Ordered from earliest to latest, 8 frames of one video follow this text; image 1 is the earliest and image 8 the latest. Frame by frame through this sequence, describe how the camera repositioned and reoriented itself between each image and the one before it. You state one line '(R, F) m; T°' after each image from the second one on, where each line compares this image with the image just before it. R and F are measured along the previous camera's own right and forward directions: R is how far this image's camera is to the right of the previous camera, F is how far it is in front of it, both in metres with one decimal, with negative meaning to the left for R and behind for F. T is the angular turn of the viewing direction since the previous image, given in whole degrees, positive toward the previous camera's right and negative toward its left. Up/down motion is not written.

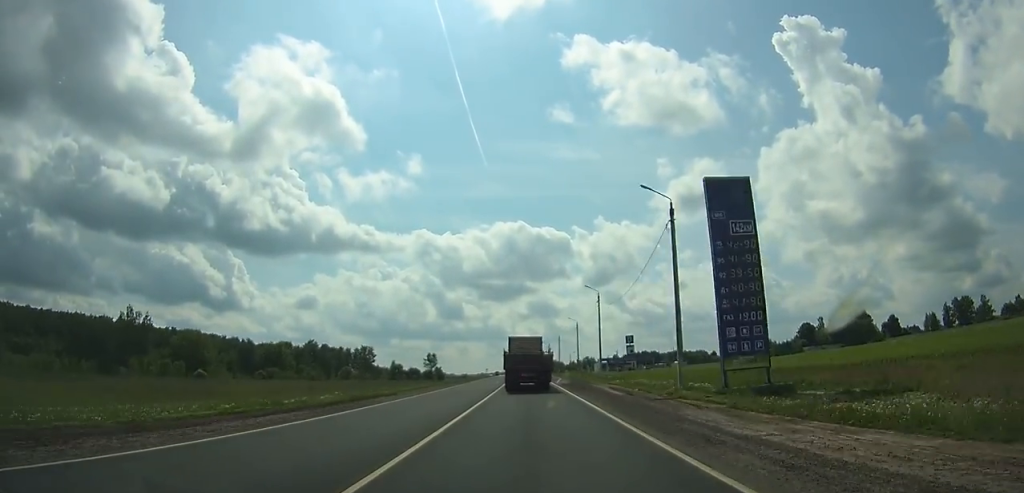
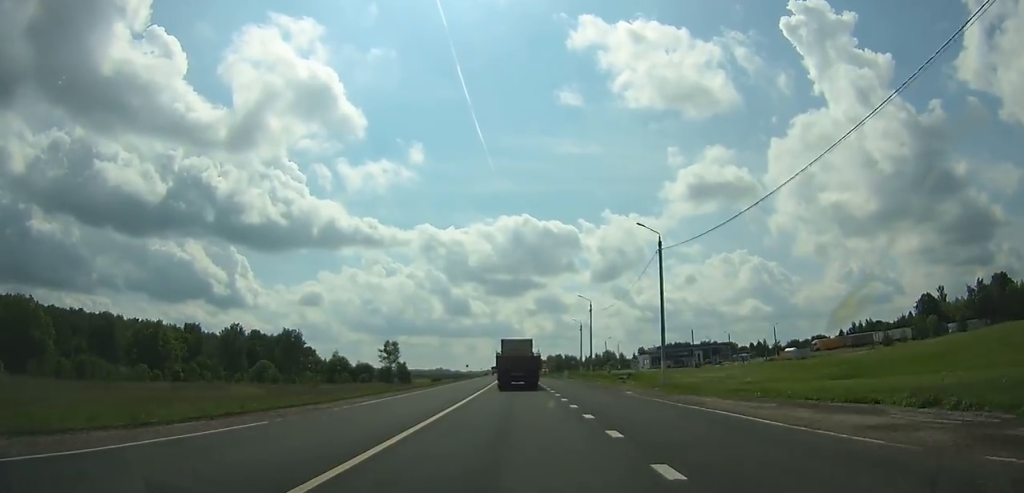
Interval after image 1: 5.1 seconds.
(-1.2, +101.6) m; -2°
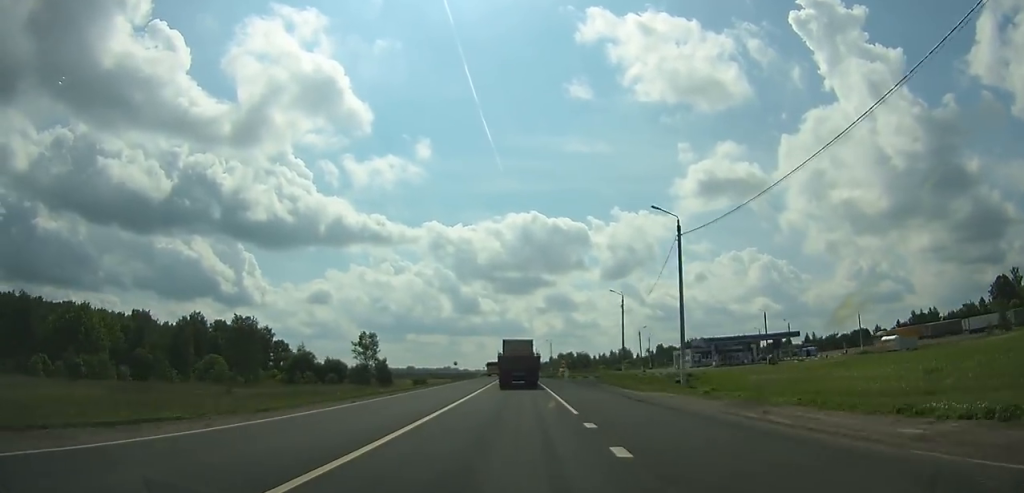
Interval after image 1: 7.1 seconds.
(-0.2, +39.4) m; -1°
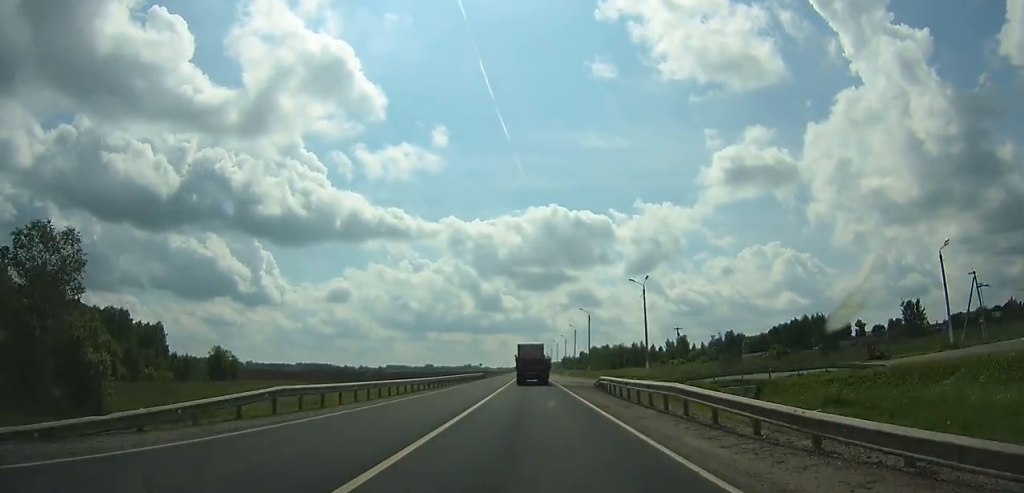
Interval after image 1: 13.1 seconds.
(-2.3, +120.9) m; -2°
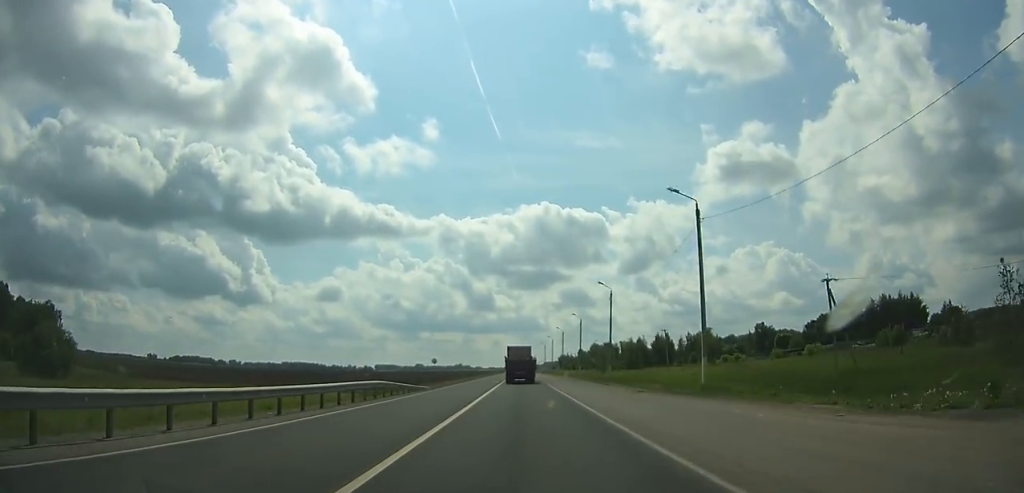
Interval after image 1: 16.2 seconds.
(+0.1, +61.8) m; 0°
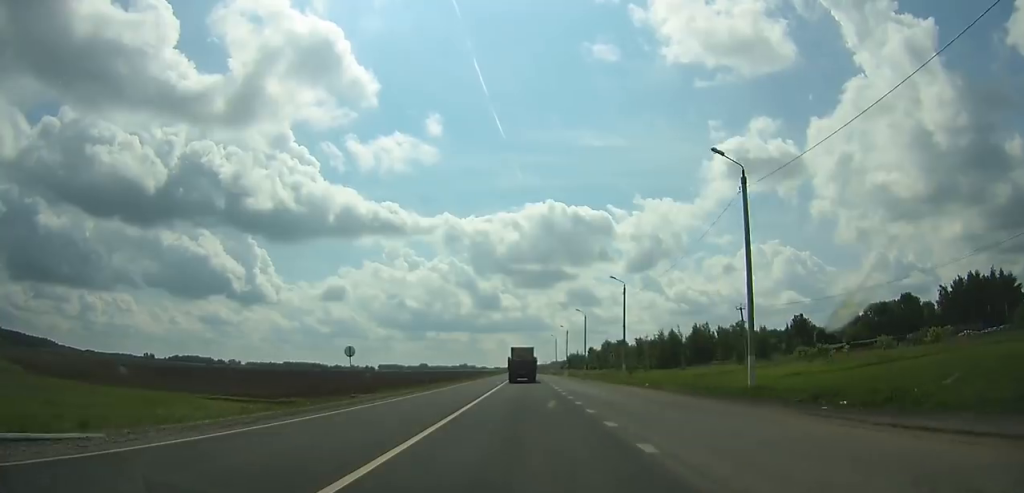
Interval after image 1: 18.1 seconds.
(-0.2, +38.1) m; 0°
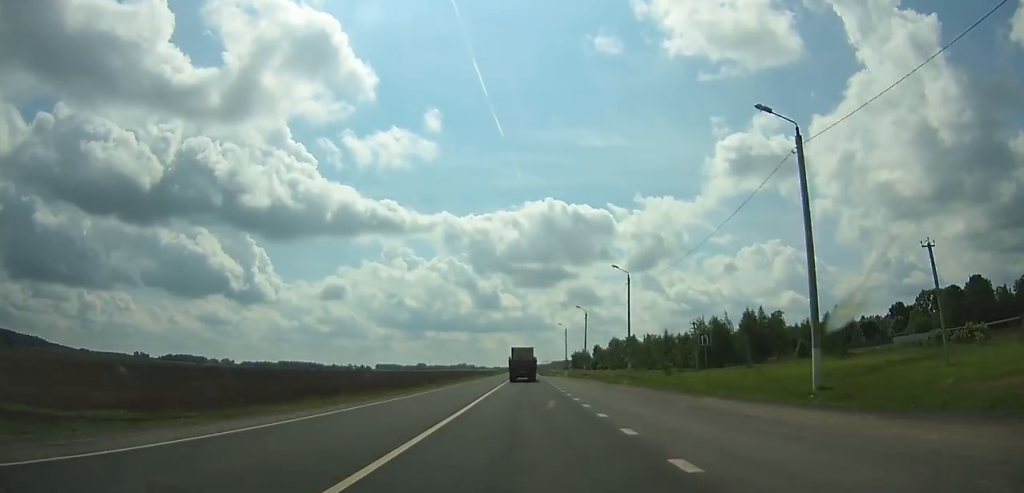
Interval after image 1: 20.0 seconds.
(-0.1, +38.4) m; 0°
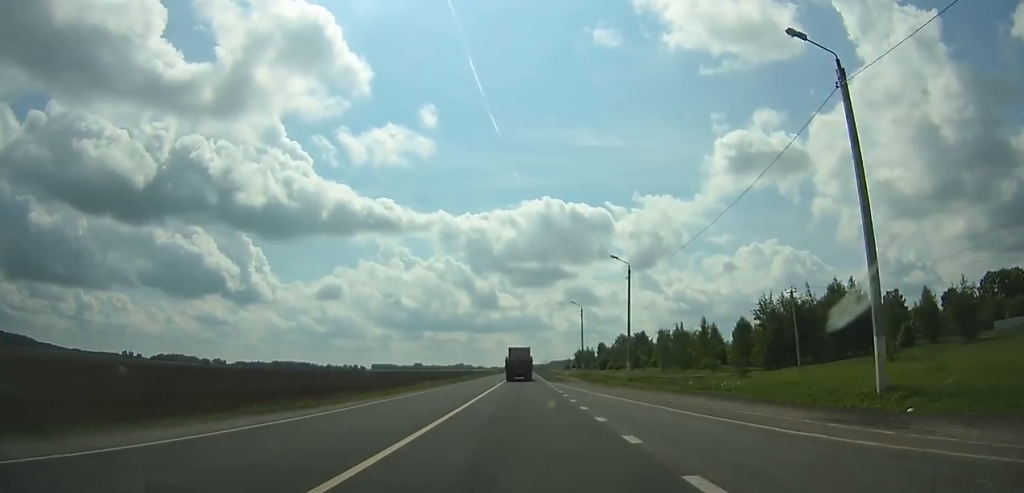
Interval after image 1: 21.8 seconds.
(-0.1, +37.0) m; 0°
